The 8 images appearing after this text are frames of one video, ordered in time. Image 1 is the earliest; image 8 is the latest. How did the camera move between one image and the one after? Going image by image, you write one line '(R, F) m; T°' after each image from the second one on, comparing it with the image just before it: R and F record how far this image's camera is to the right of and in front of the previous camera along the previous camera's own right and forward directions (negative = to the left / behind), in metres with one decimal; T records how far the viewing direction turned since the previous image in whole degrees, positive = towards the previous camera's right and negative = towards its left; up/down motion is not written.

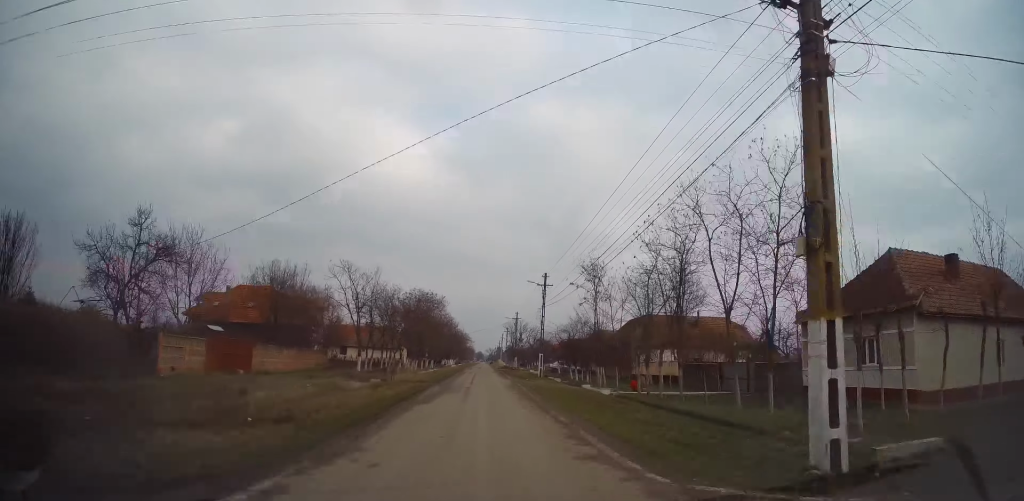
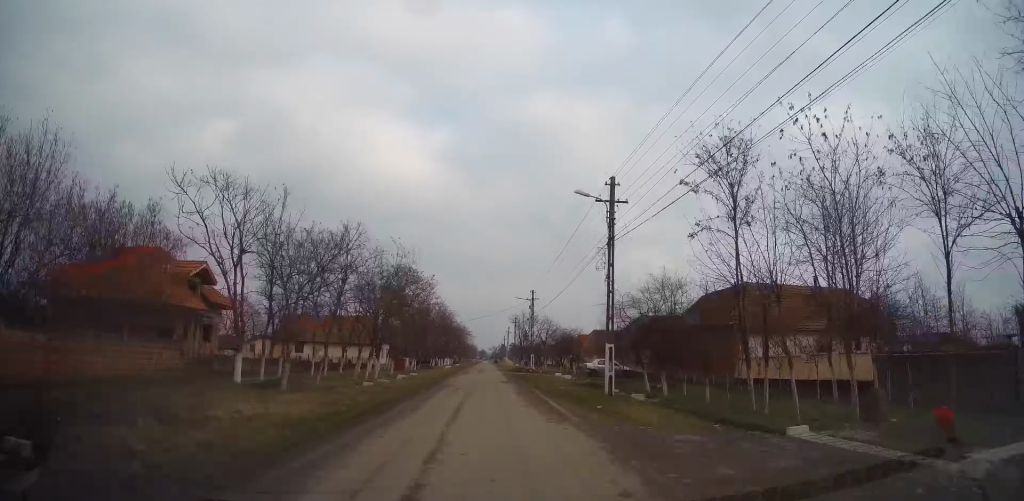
(+0.3, +22.6) m; 0°
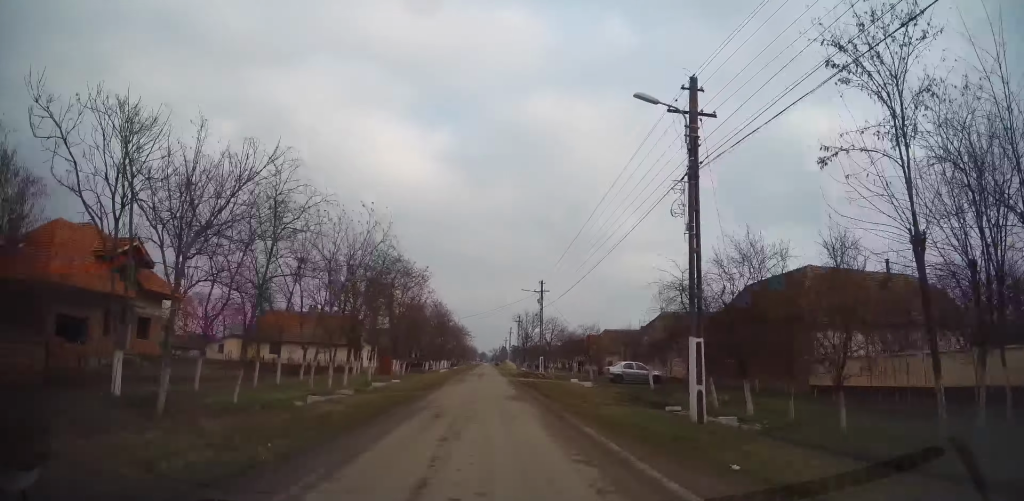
(-0.2, +8.3) m; 0°
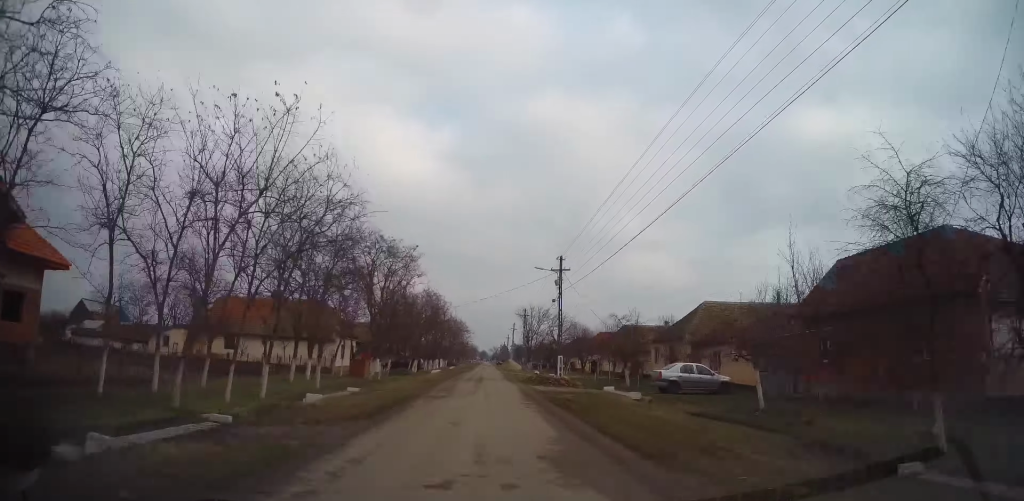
(-0.1, +10.9) m; 0°
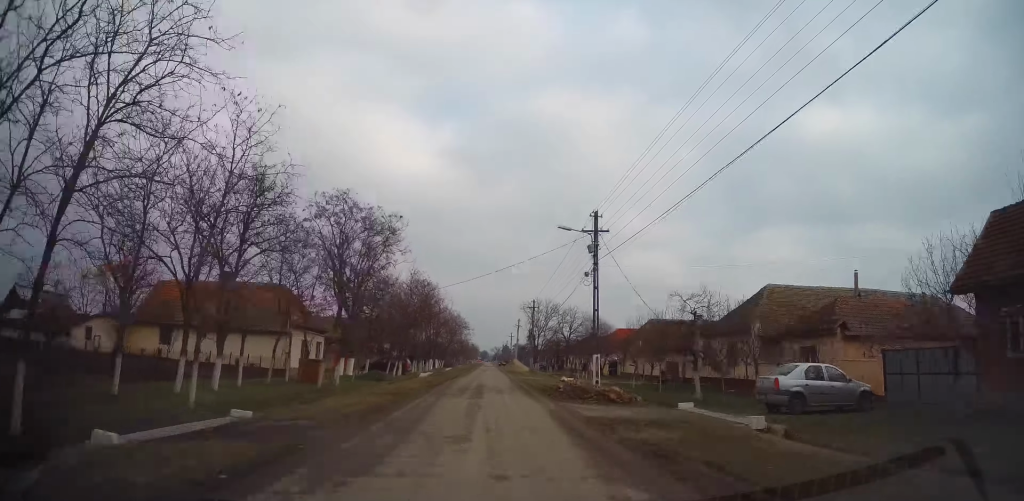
(+0.2, +10.8) m; 0°
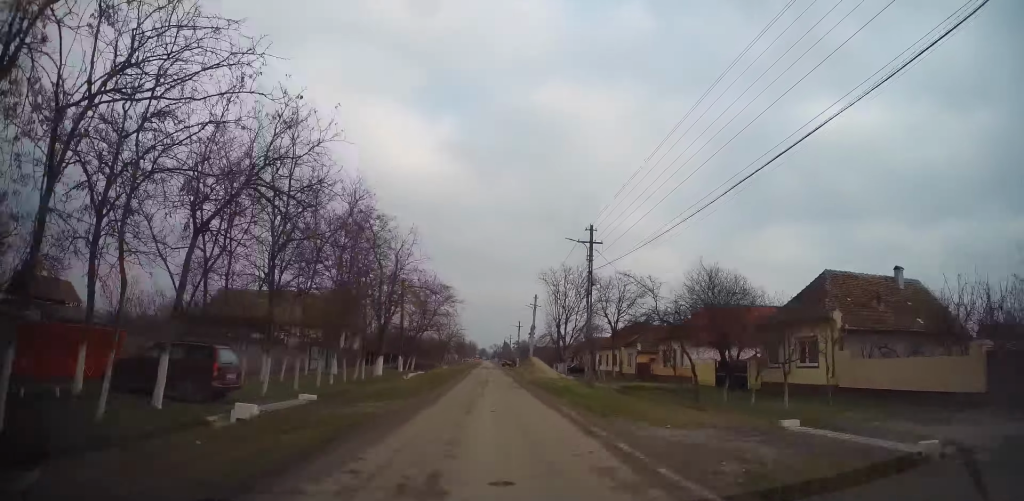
(+0.2, +32.3) m; 0°
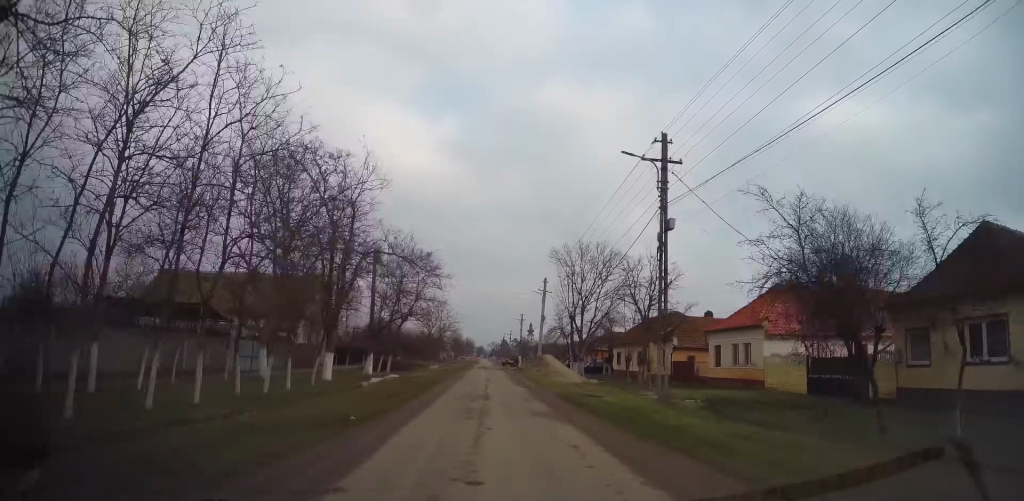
(-0.2, +11.4) m; 0°
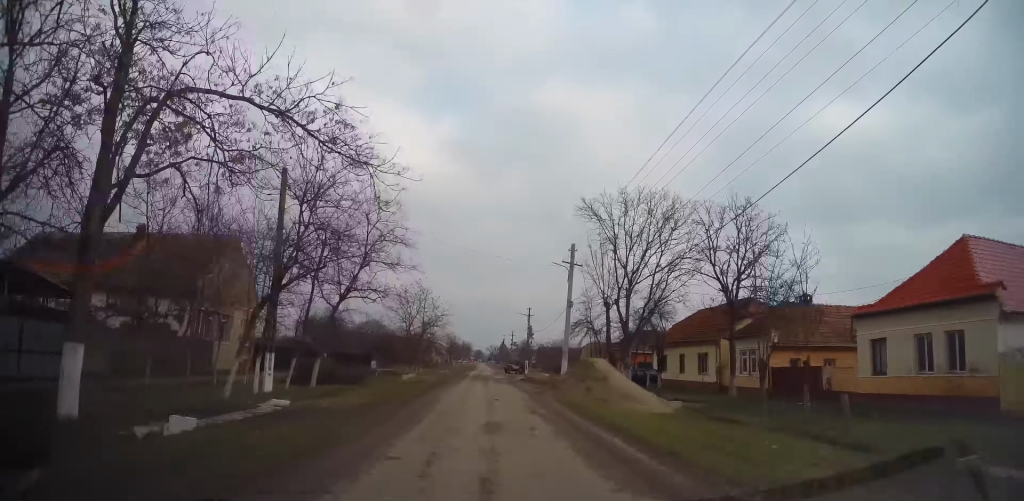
(0.0, +16.2) m; +1°
